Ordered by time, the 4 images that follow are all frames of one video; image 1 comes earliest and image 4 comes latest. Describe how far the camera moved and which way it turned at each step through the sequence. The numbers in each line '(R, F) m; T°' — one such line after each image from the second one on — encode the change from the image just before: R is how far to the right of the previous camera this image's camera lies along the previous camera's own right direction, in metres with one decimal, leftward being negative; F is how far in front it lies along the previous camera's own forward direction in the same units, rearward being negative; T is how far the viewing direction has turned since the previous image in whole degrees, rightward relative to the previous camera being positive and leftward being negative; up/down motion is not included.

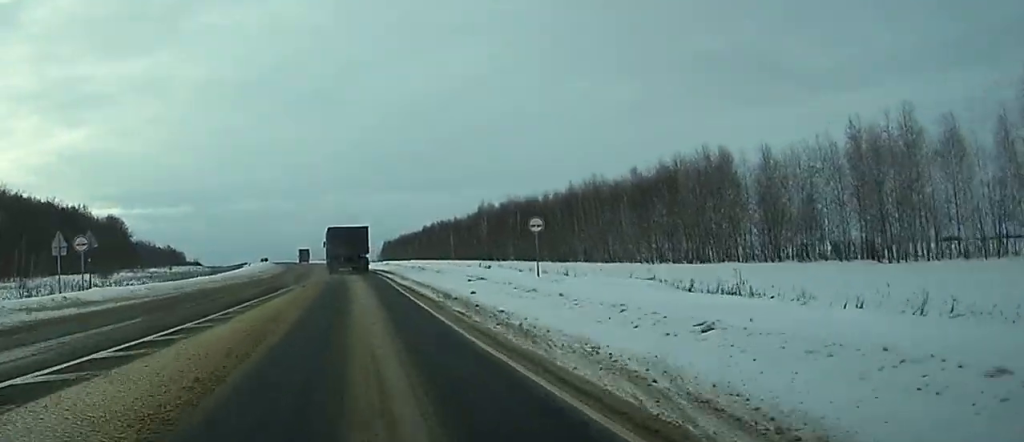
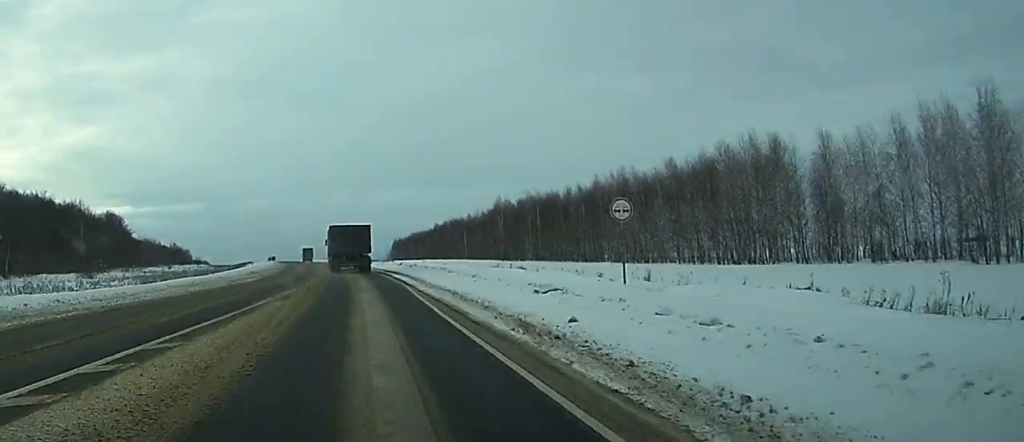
(-1.9, +10.2) m; -4°
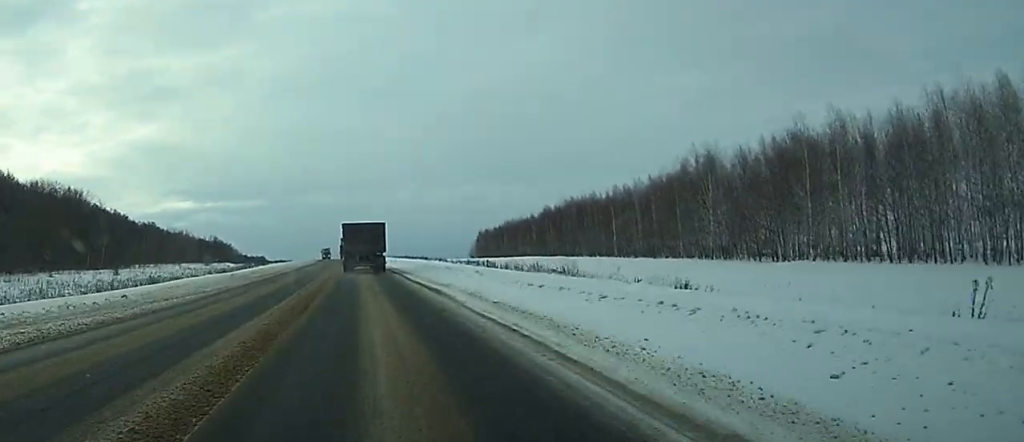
(+8.1, +90.1) m; +3°
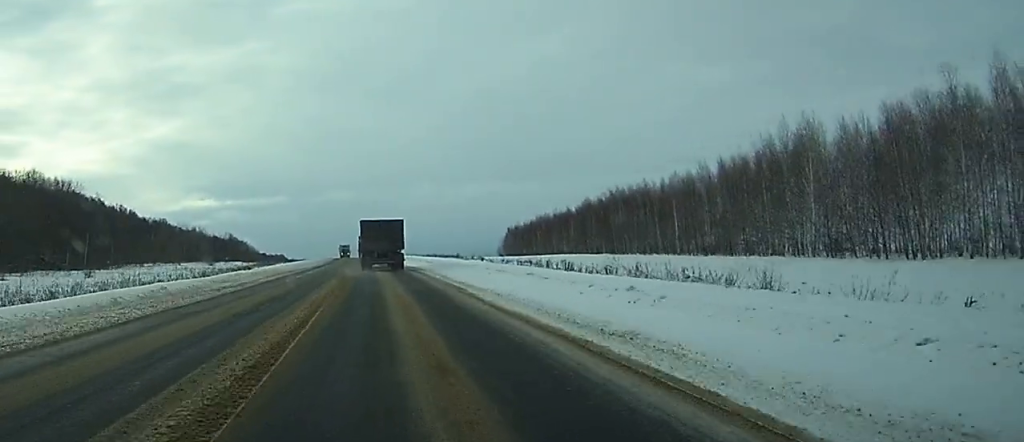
(-0.3, +21.3) m; -2°
